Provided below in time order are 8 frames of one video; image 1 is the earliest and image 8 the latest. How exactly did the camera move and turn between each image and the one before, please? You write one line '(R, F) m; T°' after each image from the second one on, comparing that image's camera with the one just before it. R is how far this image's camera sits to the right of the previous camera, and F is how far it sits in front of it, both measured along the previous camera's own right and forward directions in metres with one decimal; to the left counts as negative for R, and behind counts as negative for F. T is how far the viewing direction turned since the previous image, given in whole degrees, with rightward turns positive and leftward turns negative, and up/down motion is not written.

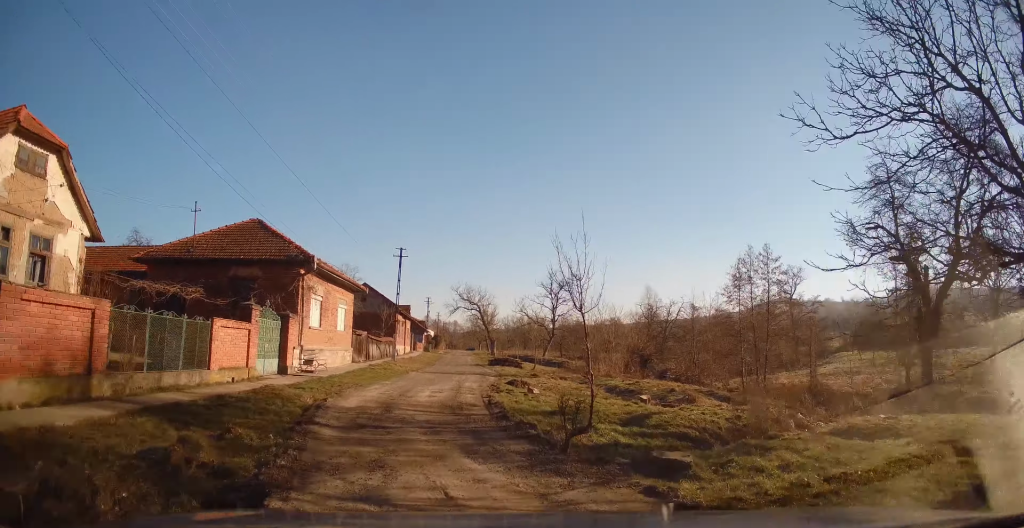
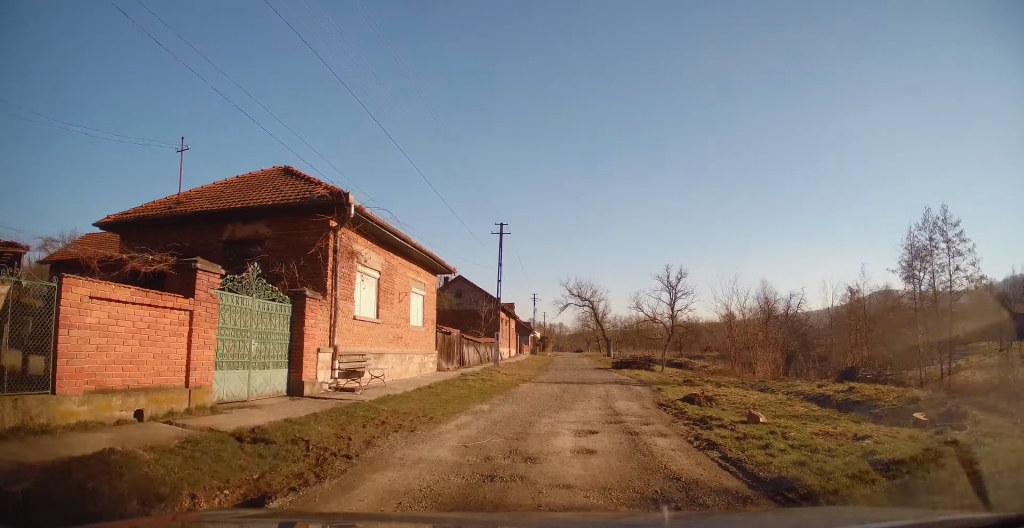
(-0.9, +8.2) m; -9°
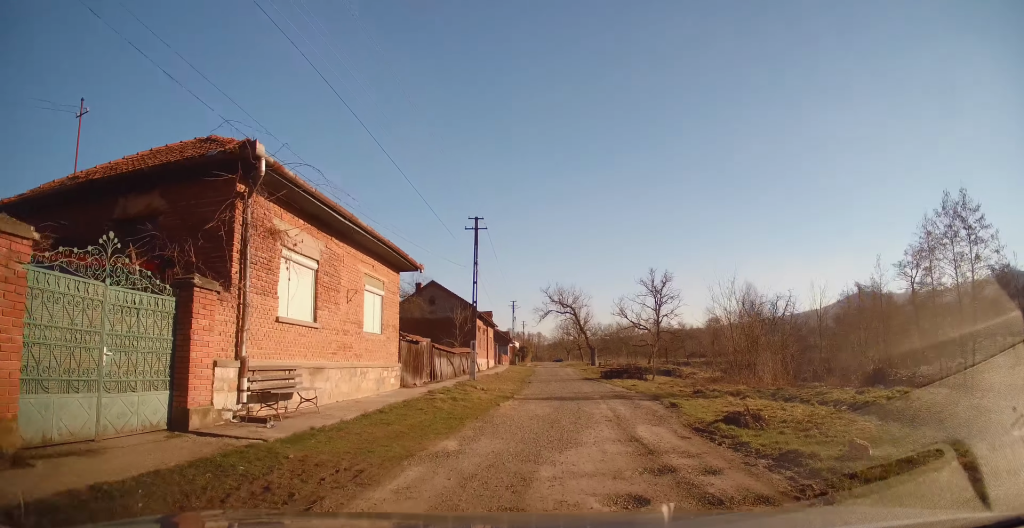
(-0.2, +3.4) m; -4°
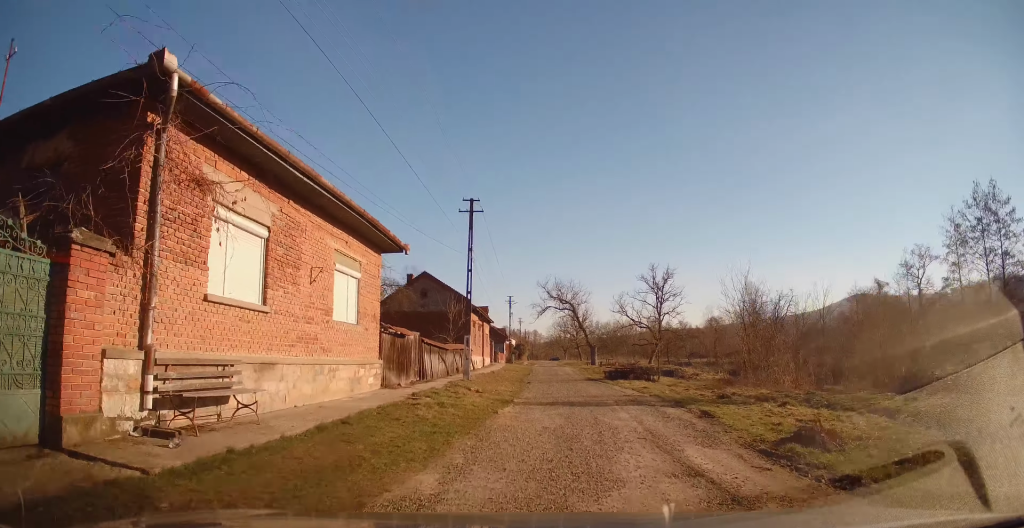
(-0.1, +2.5) m; 0°
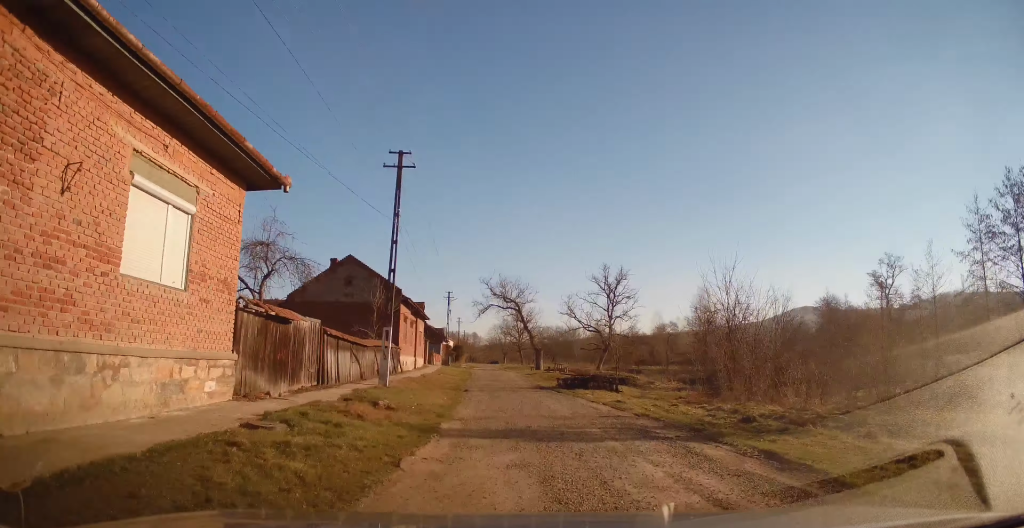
(+0.4, +5.9) m; +9°
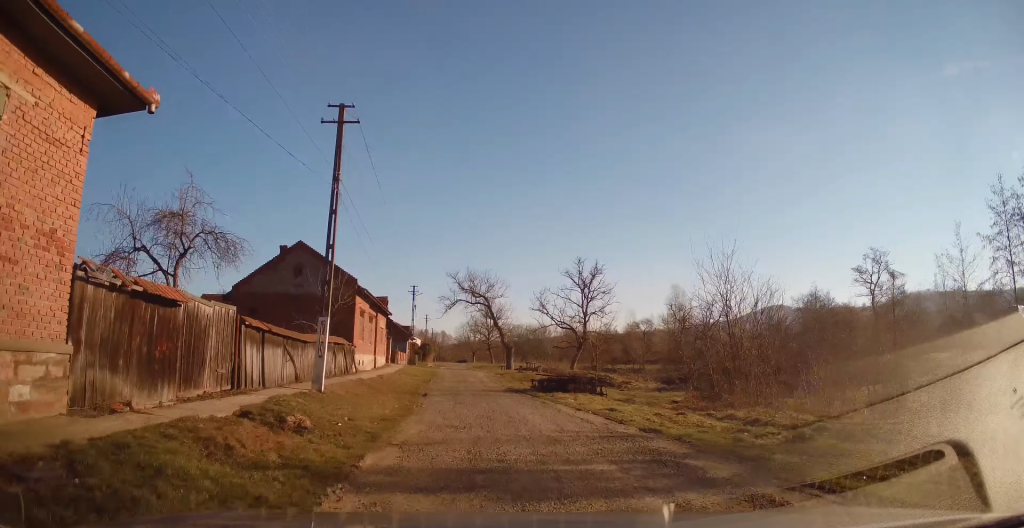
(+0.2, +3.5) m; +5°
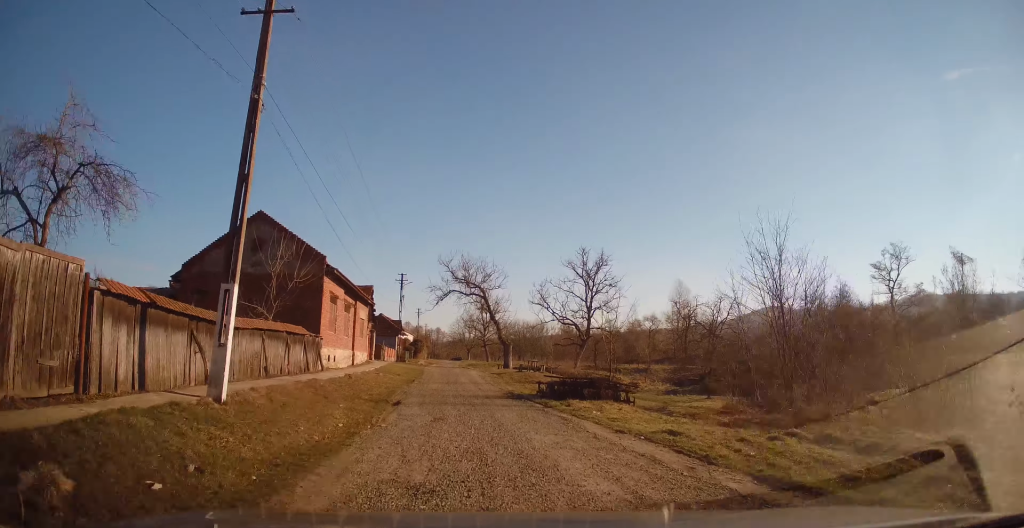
(+0.2, +5.1) m; -2°
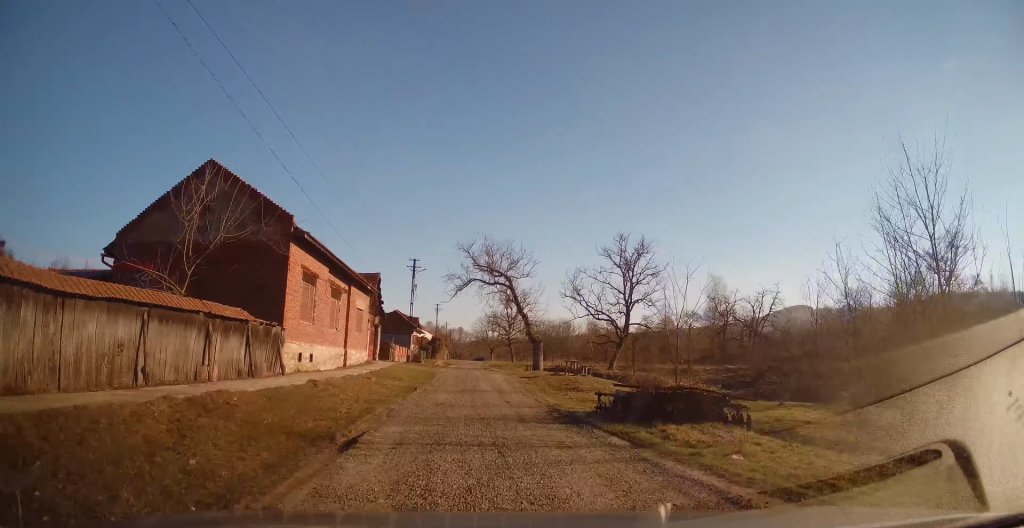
(-0.4, +6.6) m; -4°
